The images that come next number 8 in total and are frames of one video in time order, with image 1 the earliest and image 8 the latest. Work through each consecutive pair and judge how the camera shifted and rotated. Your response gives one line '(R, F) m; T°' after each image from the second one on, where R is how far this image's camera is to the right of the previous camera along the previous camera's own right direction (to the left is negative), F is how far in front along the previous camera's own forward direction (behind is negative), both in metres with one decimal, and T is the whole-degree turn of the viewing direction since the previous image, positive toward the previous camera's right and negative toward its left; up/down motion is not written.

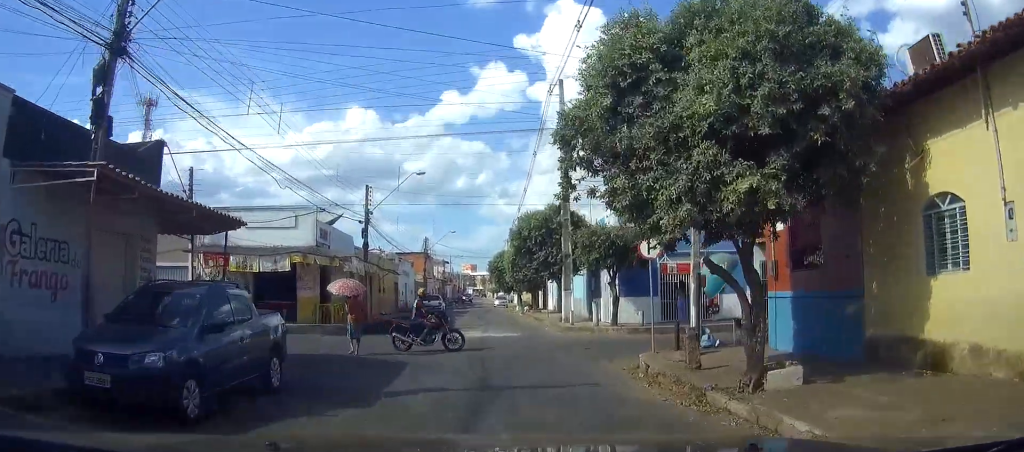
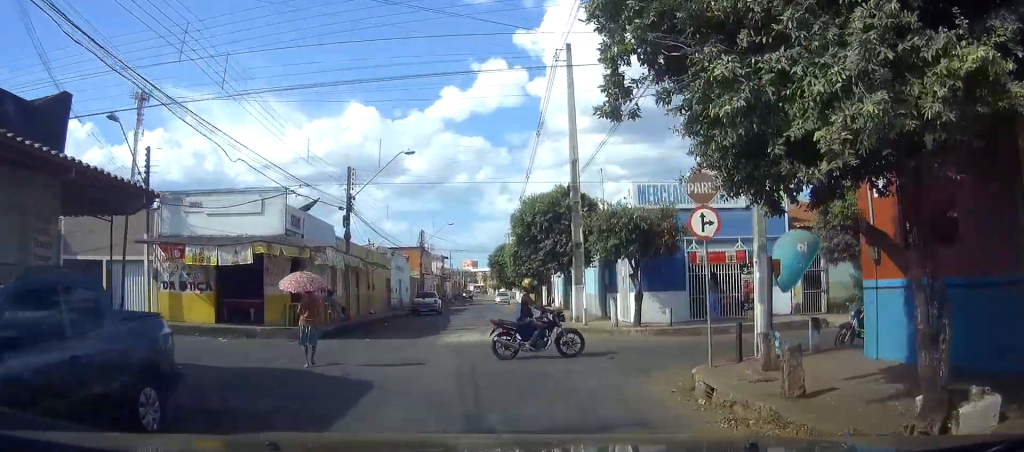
(0.0, +4.0) m; +2°
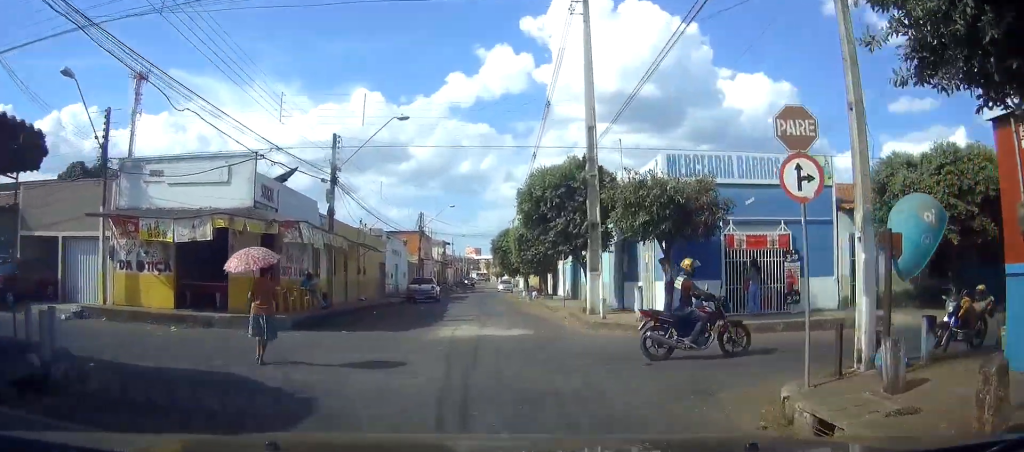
(+0.1, +3.2) m; 0°
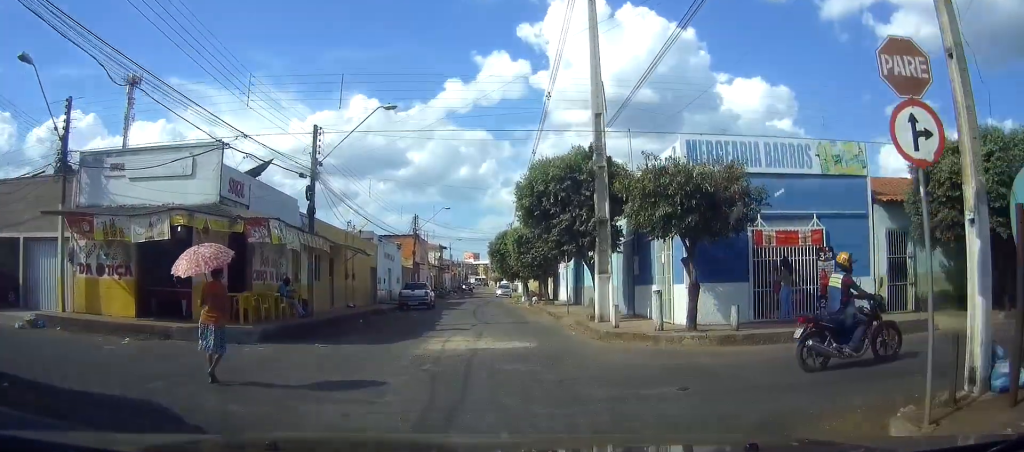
(+0.1, +2.7) m; 0°
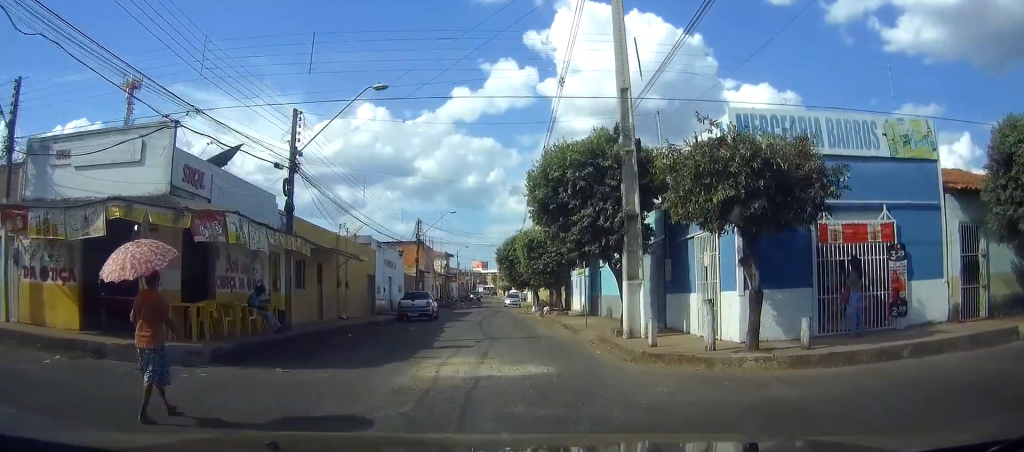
(-0.1, +3.3) m; -3°
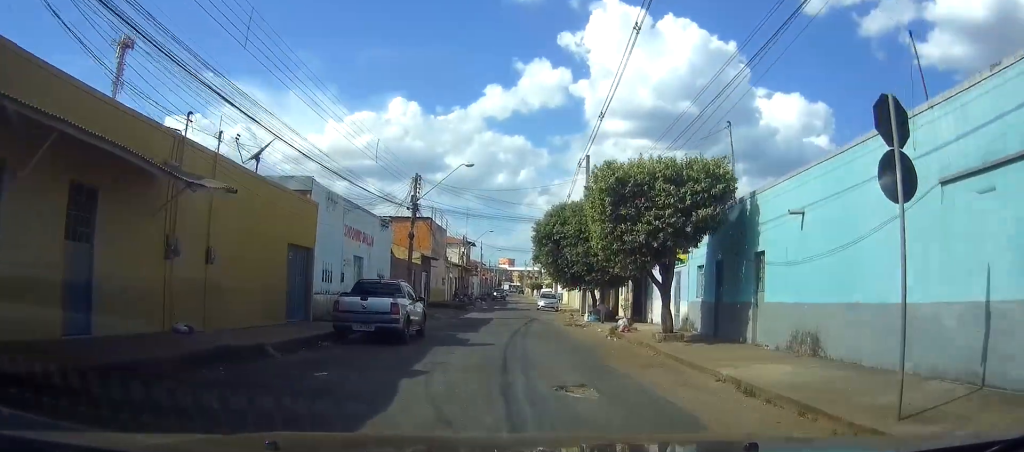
(-0.7, +17.7) m; -3°
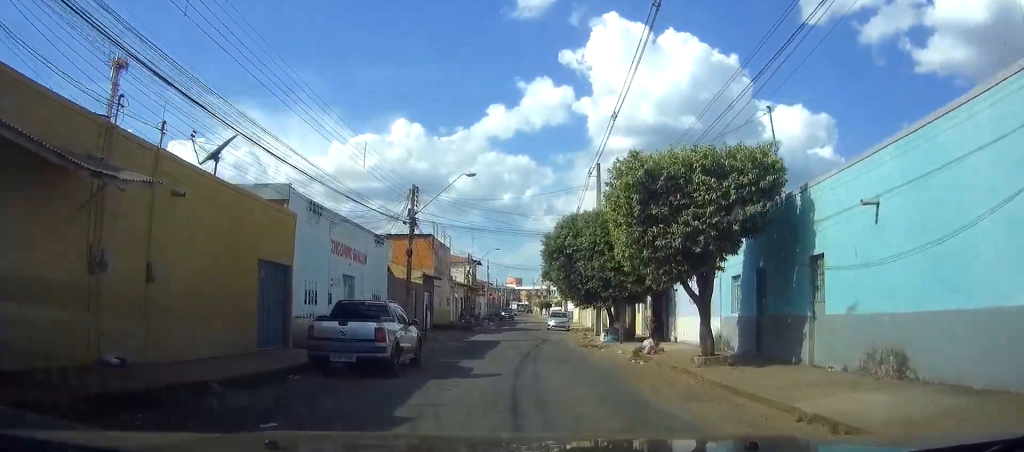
(+0.1, +2.8) m; -1°
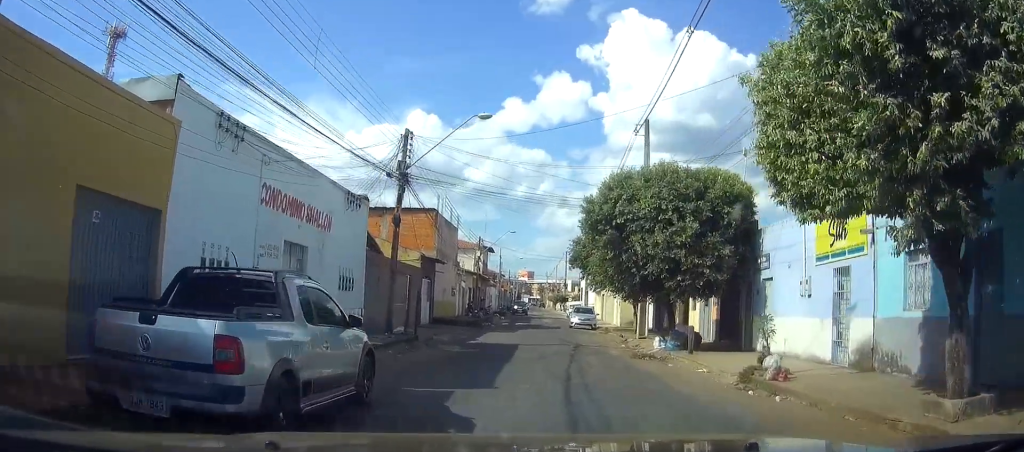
(-0.3, +8.2) m; +1°
